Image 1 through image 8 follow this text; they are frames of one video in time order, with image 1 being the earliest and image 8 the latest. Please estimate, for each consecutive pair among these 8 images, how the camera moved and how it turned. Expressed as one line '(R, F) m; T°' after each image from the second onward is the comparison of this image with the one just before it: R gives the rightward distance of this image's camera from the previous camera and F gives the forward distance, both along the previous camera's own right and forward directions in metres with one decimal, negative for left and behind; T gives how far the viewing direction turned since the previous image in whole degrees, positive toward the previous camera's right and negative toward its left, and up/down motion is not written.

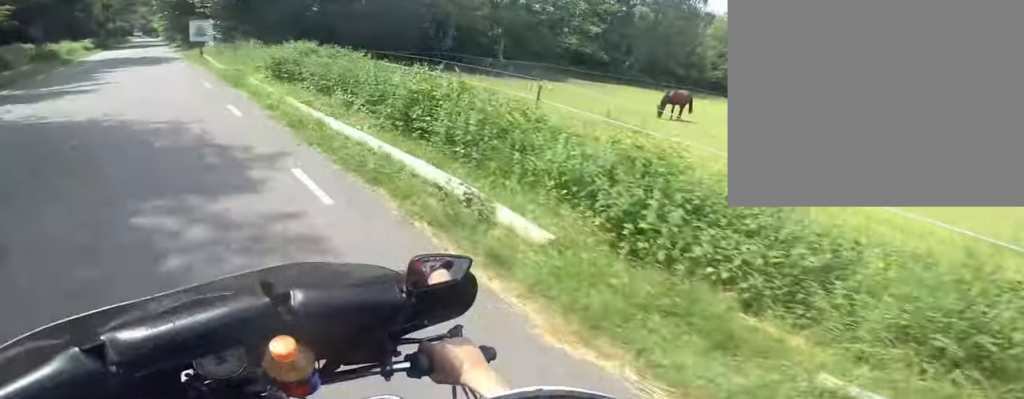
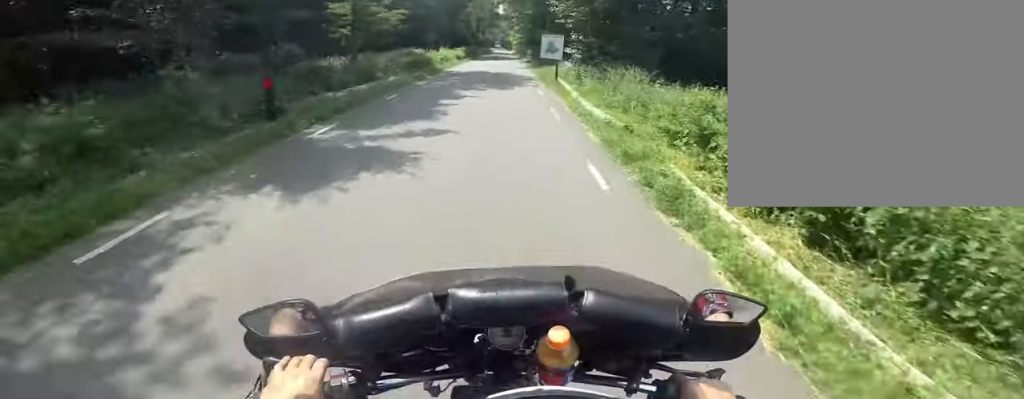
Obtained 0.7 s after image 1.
(0.0, +7.9) m; +1°
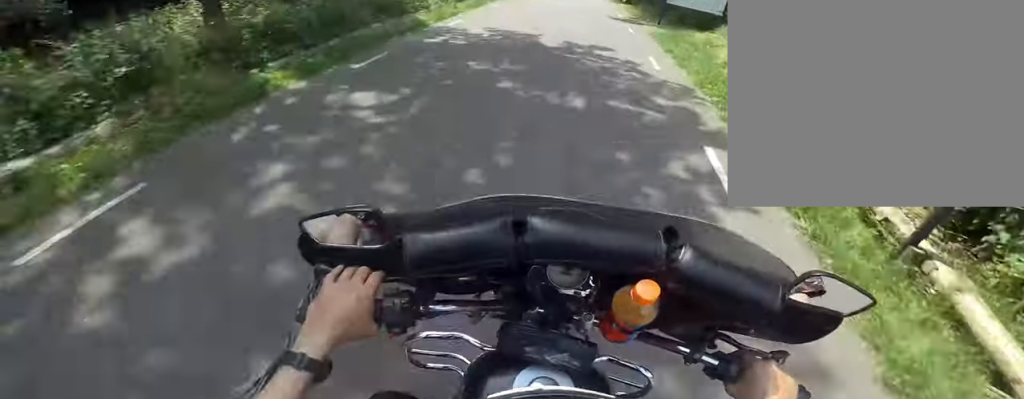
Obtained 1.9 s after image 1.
(+0.4, +14.3) m; +6°
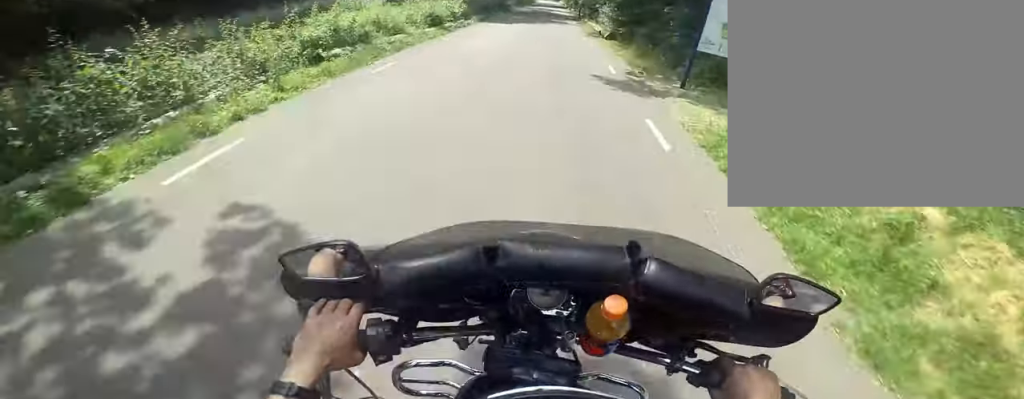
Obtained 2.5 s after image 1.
(+0.3, +6.9) m; +1°
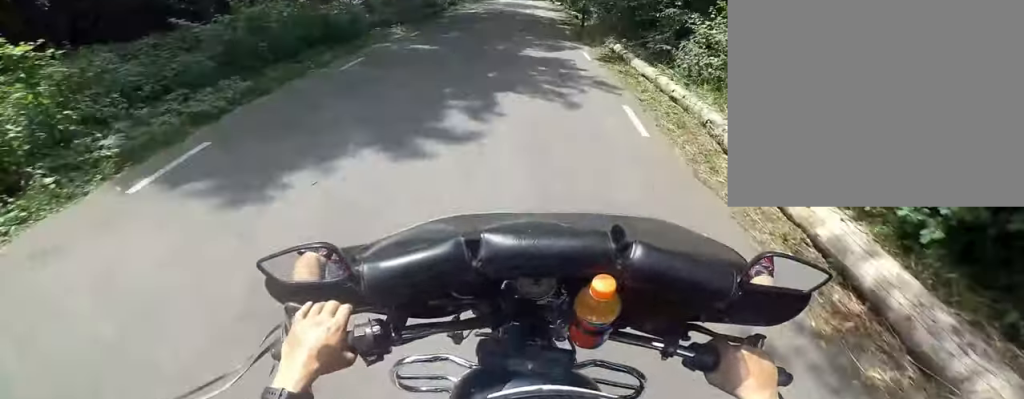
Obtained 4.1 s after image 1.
(-0.2, +16.8) m; -6°
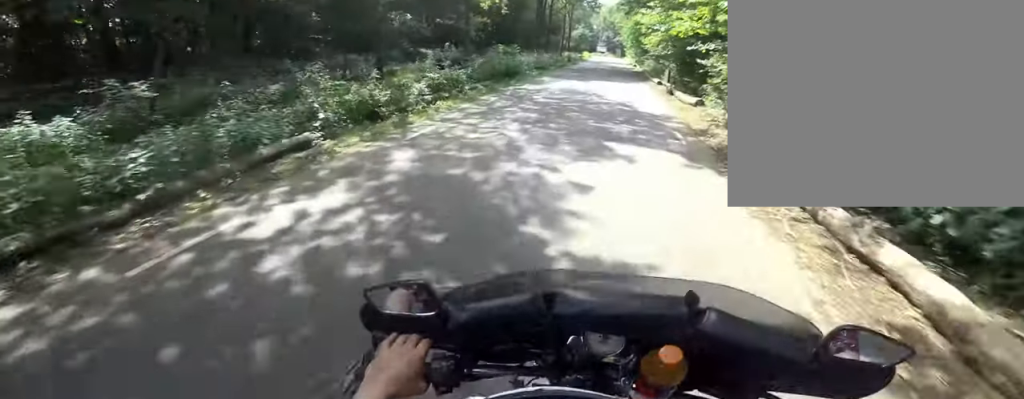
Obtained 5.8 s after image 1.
(+1.3, +17.4) m; +8°
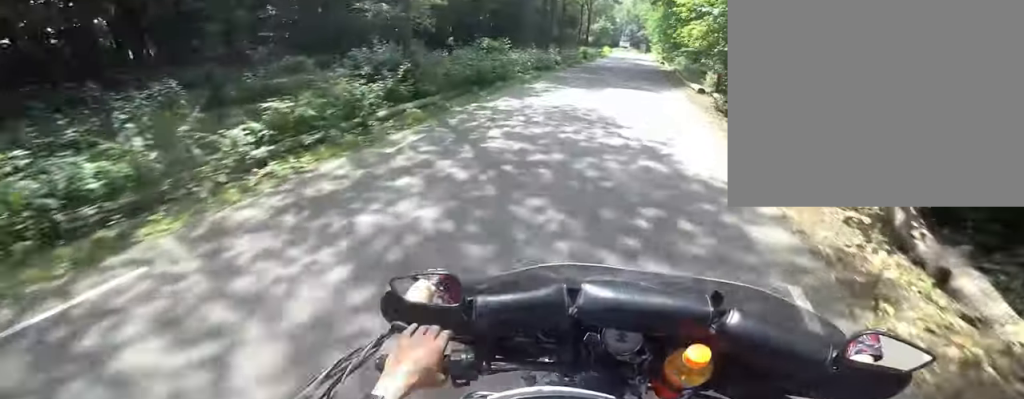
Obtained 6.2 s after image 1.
(+0.3, +5.1) m; -1°
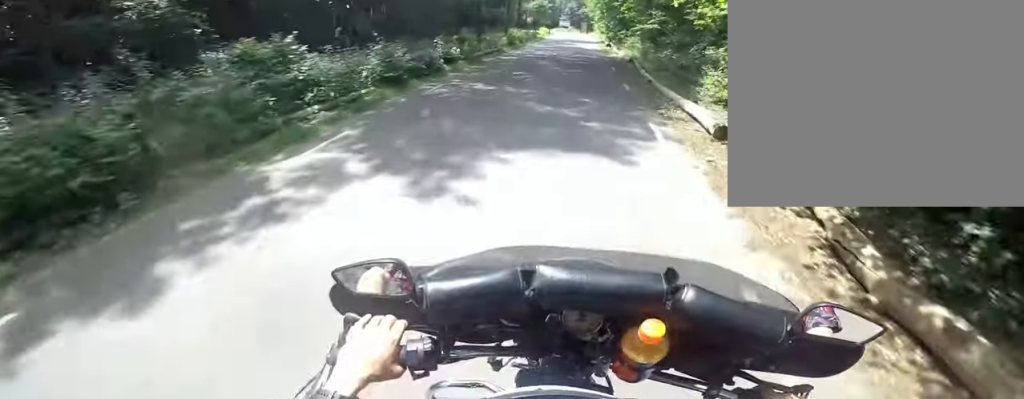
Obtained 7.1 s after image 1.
(-0.8, +8.6) m; -7°
